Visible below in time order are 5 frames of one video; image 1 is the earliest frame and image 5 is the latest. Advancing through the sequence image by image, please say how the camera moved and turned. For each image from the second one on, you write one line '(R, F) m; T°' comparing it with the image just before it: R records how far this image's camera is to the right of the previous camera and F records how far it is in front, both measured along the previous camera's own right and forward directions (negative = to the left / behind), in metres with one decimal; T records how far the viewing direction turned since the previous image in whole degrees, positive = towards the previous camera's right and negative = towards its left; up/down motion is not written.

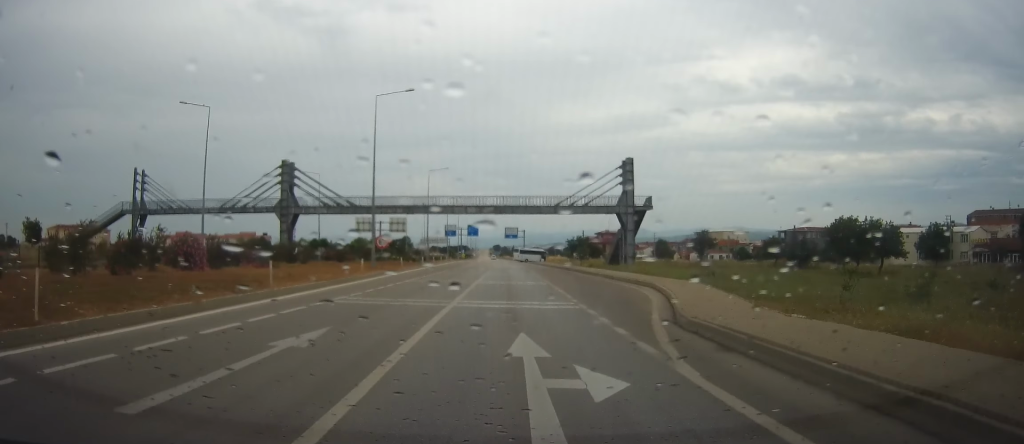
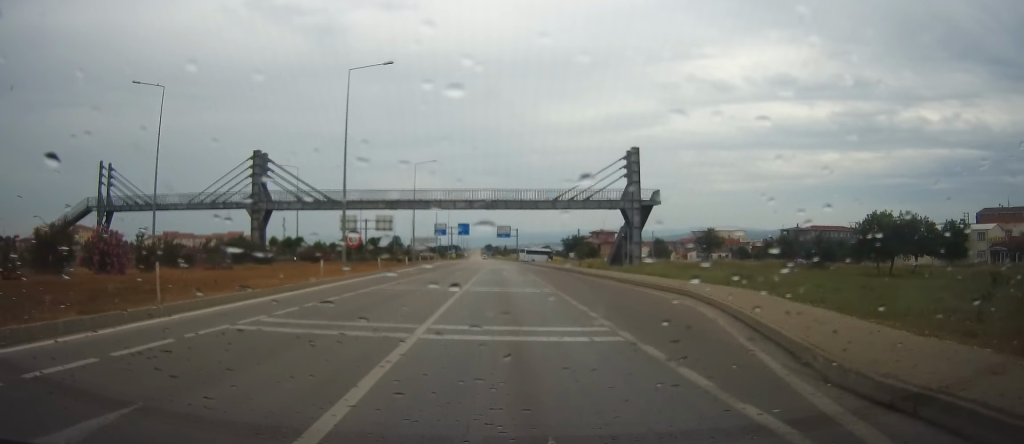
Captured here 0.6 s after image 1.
(-0.1, +6.9) m; 0°
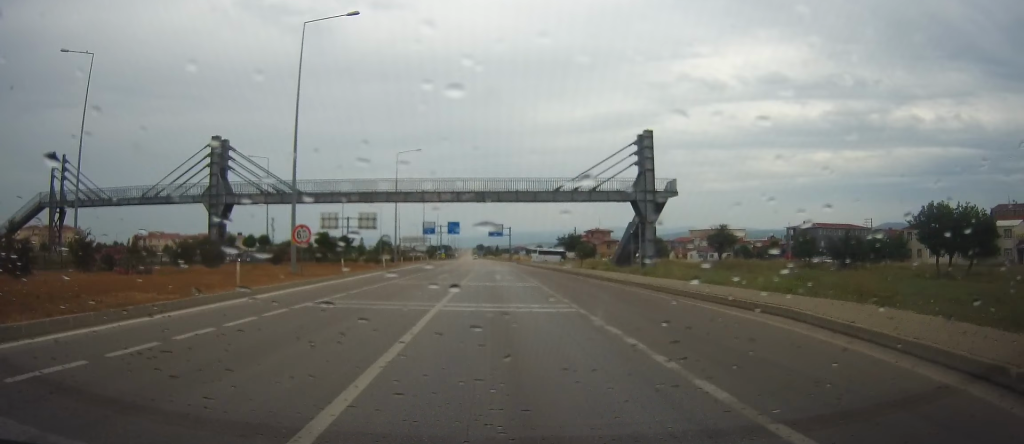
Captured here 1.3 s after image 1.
(+0.2, +8.7) m; +1°
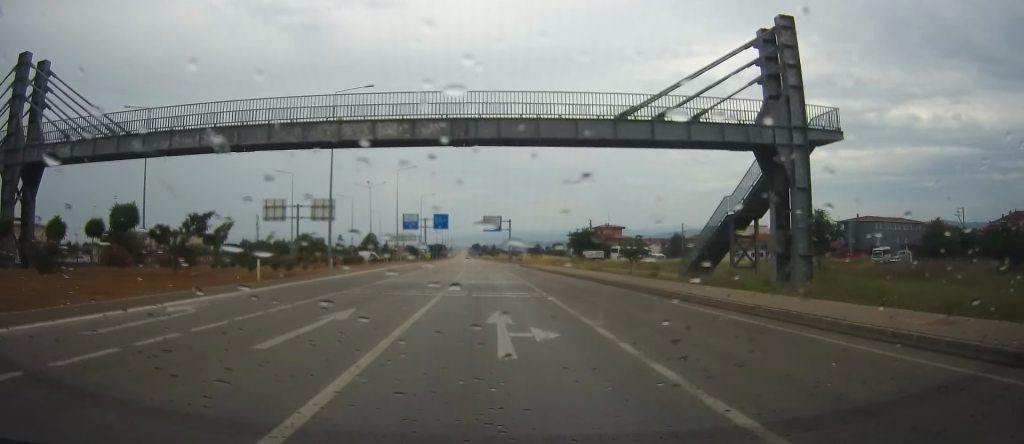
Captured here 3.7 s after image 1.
(+0.1, +29.9) m; 0°
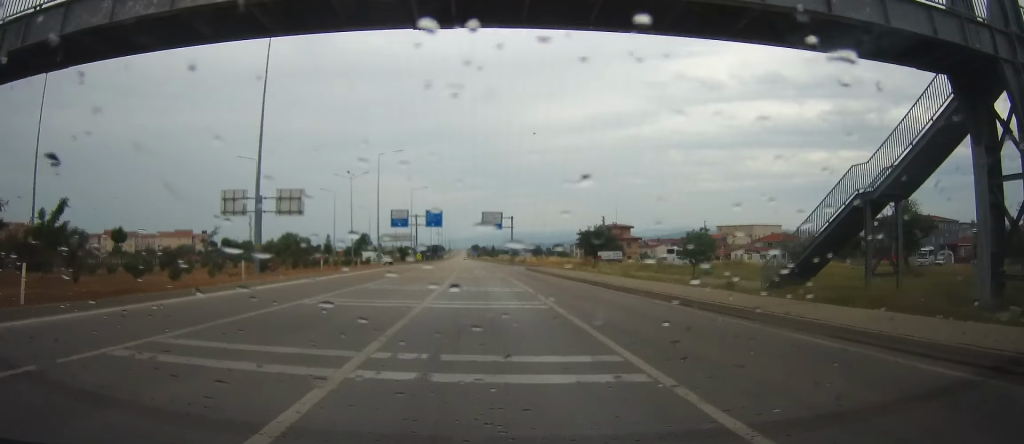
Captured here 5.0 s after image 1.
(0.0, +15.2) m; -1°
